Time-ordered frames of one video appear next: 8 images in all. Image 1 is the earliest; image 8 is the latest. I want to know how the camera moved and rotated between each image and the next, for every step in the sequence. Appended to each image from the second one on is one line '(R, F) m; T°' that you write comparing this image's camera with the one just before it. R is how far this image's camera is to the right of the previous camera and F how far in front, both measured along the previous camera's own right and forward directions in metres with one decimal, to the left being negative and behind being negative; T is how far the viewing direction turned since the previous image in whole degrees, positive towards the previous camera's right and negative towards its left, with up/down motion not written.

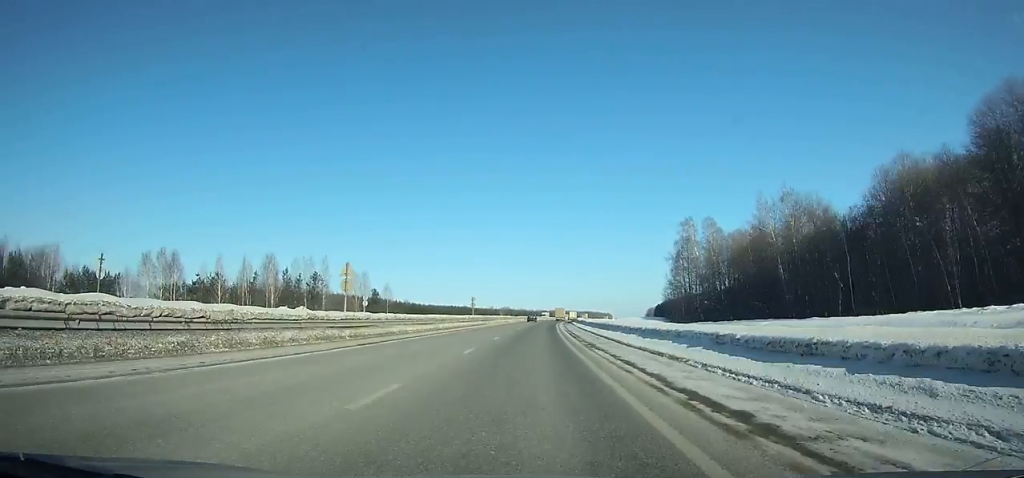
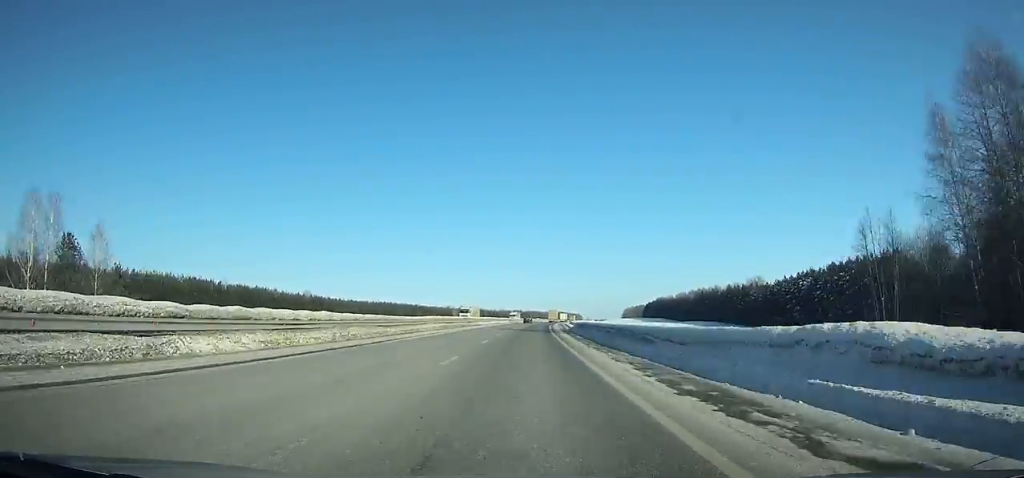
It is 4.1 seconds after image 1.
(+1.7, +97.6) m; +3°
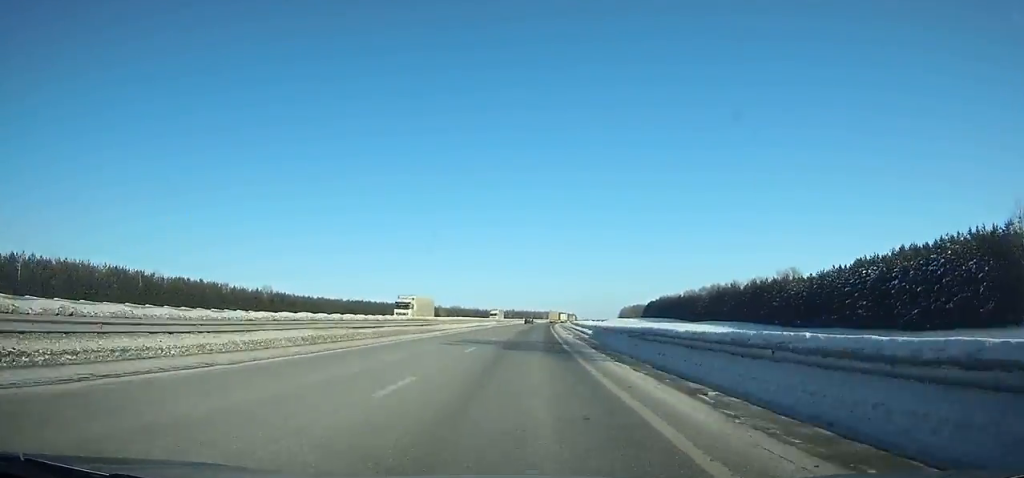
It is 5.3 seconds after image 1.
(+0.5, +30.9) m; +1°
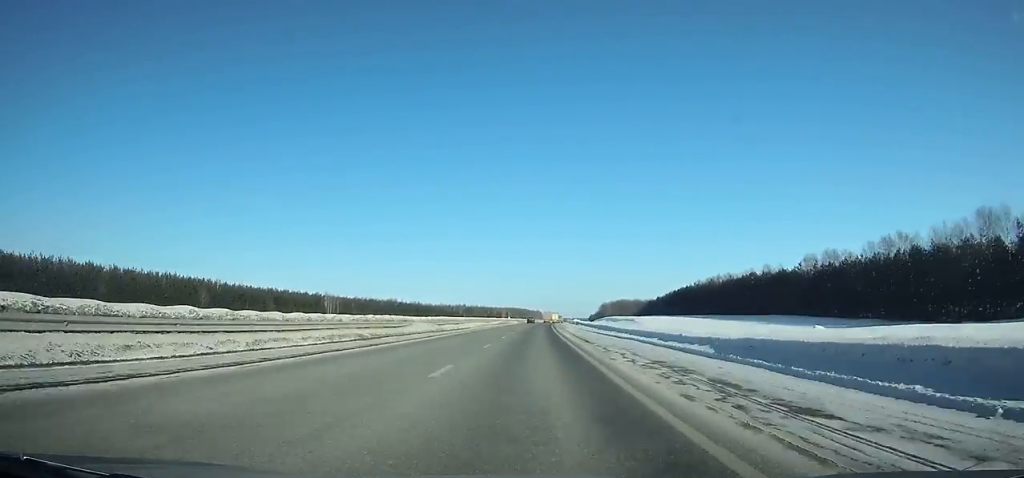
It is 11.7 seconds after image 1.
(+6.2, +169.6) m; +4°
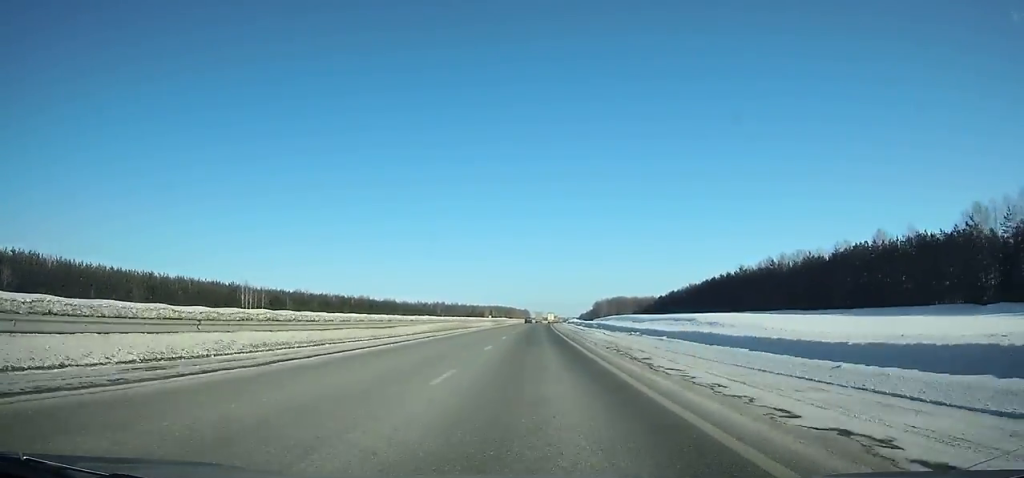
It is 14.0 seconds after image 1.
(+0.7, +62.9) m; +1°
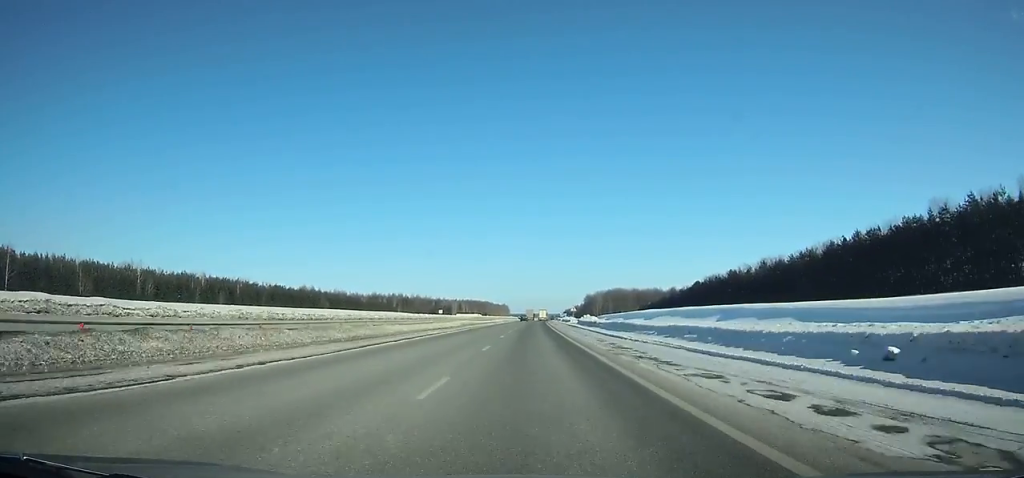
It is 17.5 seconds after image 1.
(+1.6, +97.7) m; +2°
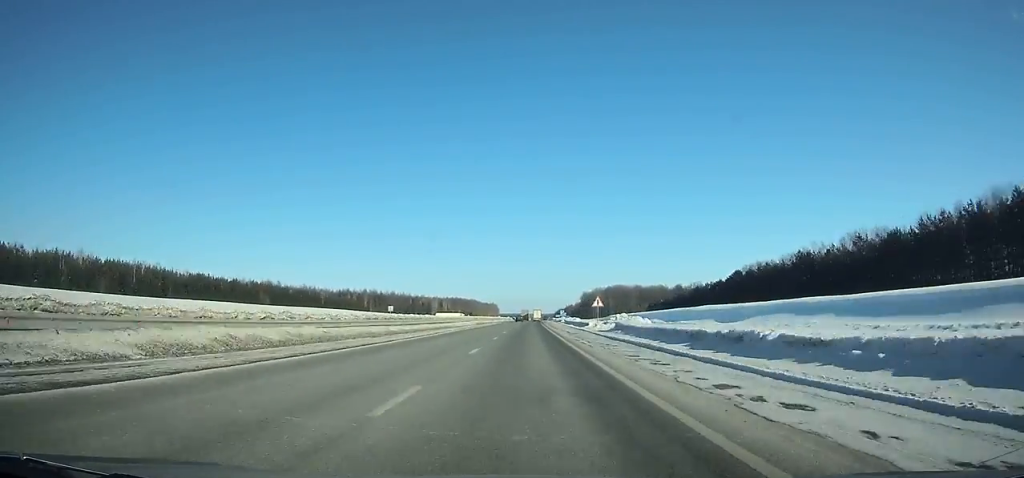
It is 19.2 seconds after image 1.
(+0.3, +48.2) m; +1°
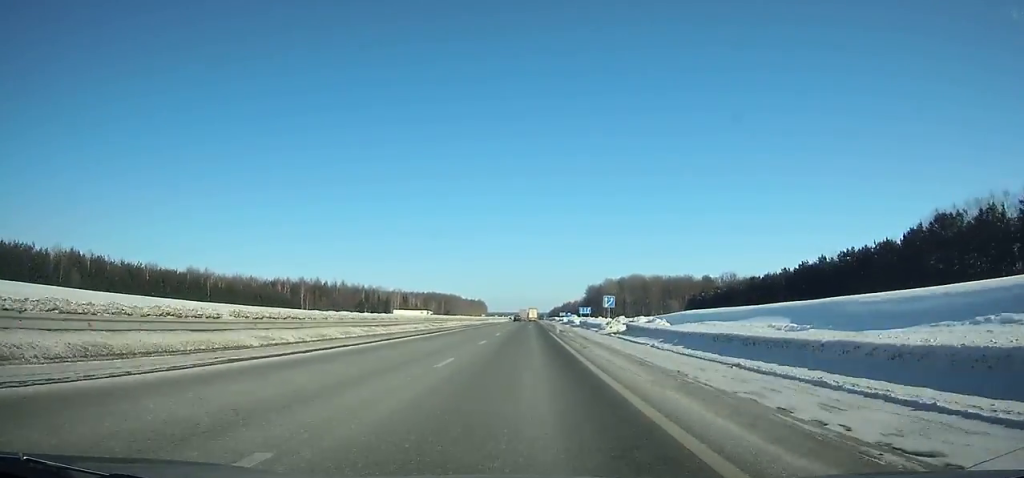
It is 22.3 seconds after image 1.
(+0.8, +89.4) m; +1°
